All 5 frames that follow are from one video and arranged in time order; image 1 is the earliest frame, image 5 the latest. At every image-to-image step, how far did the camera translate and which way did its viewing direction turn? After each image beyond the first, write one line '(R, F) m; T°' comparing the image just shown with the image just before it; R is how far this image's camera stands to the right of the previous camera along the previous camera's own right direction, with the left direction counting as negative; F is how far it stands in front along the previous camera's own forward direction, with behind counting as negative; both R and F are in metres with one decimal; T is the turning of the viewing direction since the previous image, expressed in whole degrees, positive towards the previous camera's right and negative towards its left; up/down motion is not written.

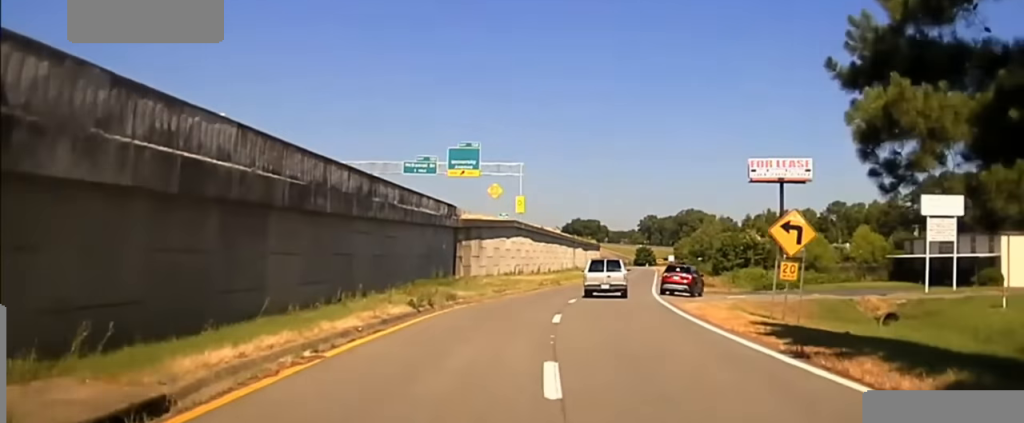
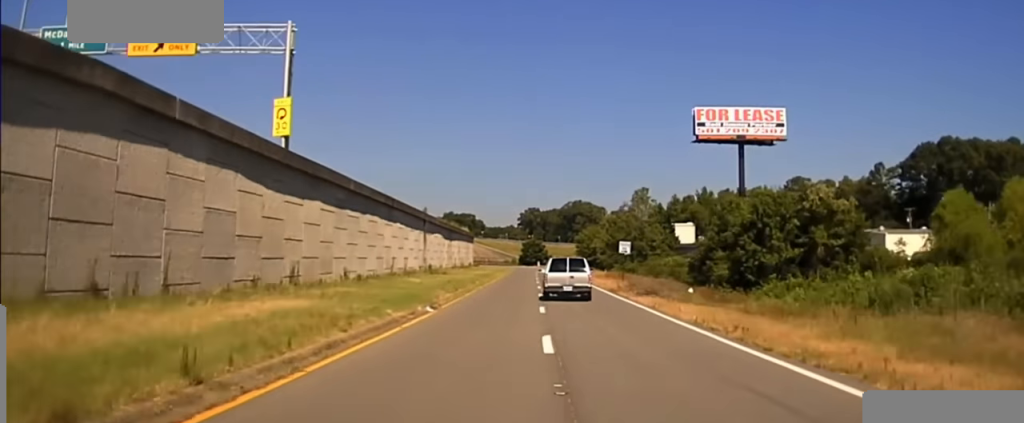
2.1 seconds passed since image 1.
(+4.0, +73.7) m; +6°
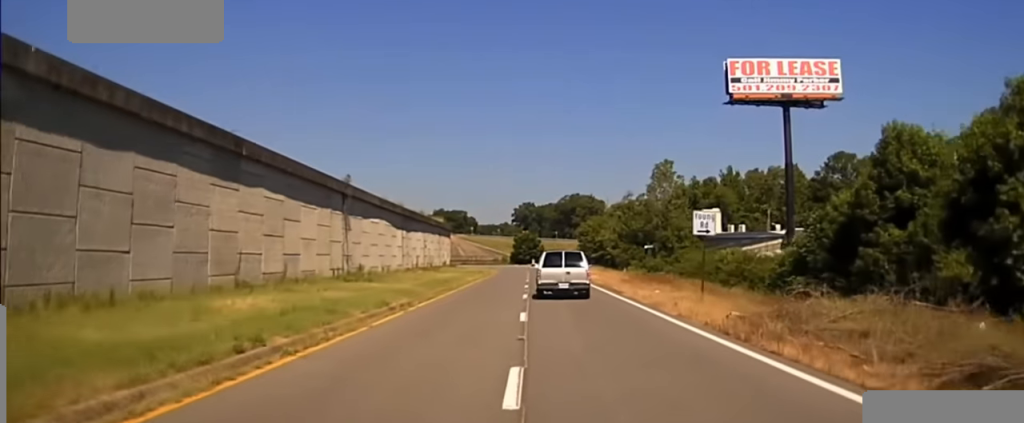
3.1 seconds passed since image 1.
(+0.7, +31.0) m; +2°
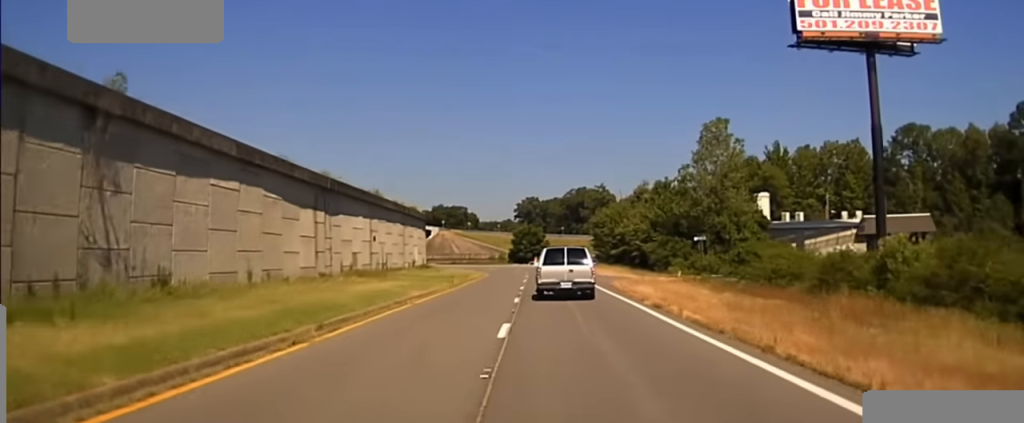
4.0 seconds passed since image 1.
(+0.2, +28.3) m; +1°
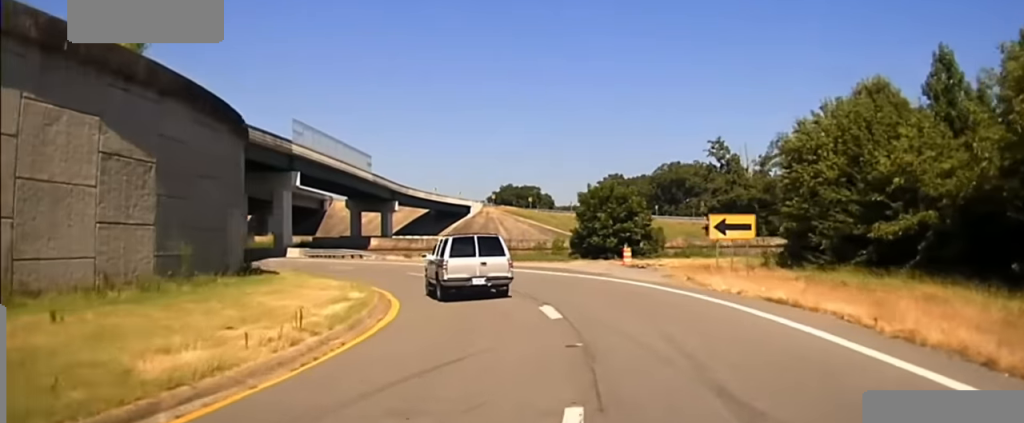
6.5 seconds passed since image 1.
(-0.8, +70.3) m; -6°
